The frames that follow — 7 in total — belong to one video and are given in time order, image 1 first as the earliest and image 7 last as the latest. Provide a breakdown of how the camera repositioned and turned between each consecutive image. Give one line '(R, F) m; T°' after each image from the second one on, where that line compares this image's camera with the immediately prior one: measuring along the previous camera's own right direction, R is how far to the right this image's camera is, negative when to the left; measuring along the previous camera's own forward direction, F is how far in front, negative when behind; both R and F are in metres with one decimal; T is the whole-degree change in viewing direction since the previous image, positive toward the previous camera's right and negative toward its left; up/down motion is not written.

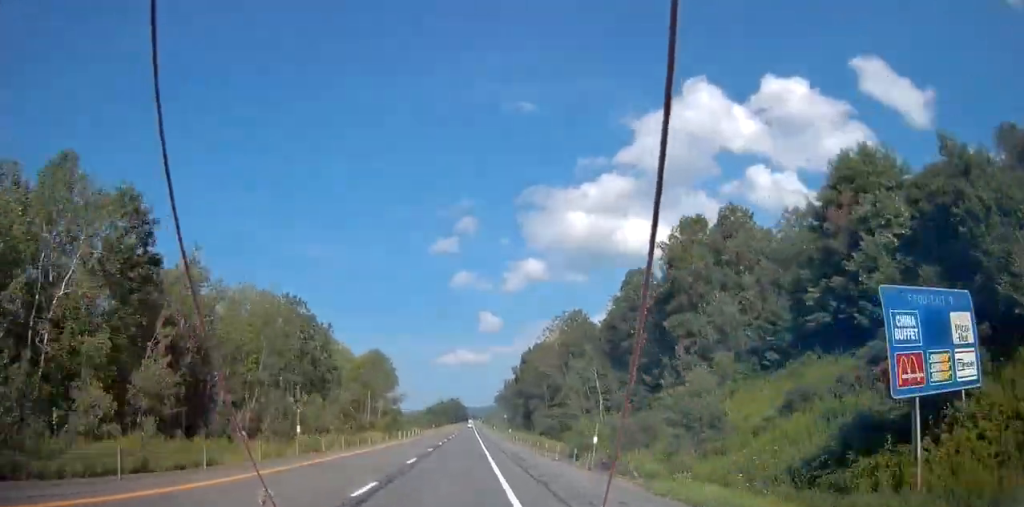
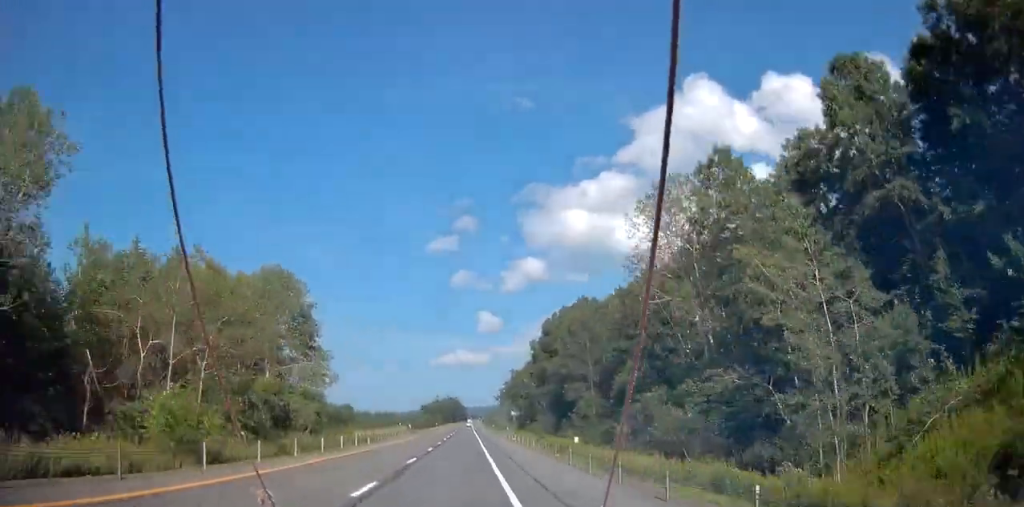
(0.0, +48.8) m; 0°
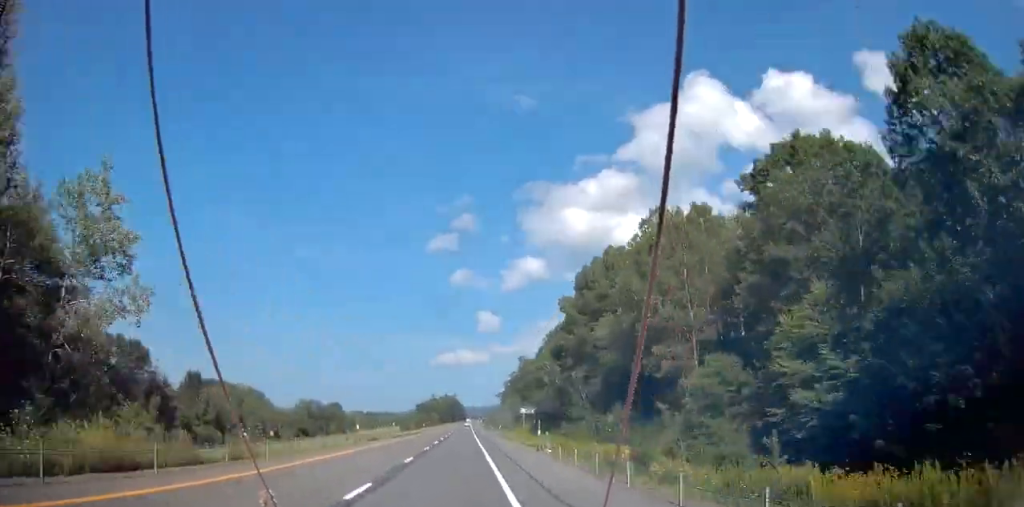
(0.0, +36.2) m; 0°
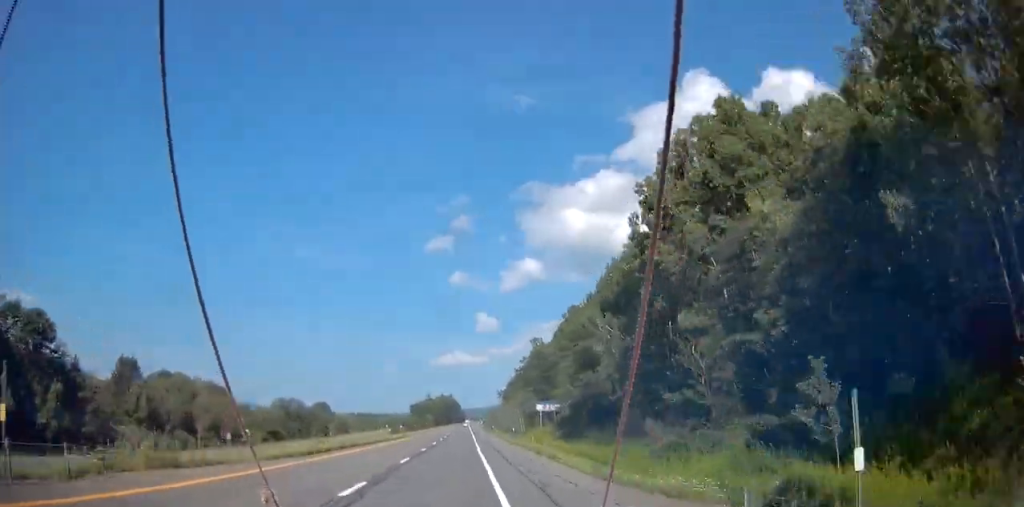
(0.0, +36.2) m; 0°
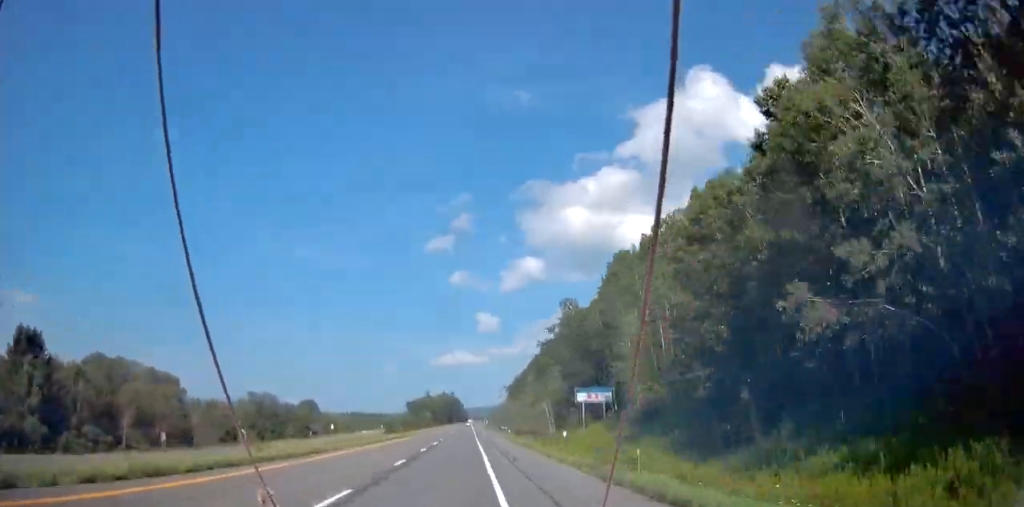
(0.0, +39.1) m; 0°
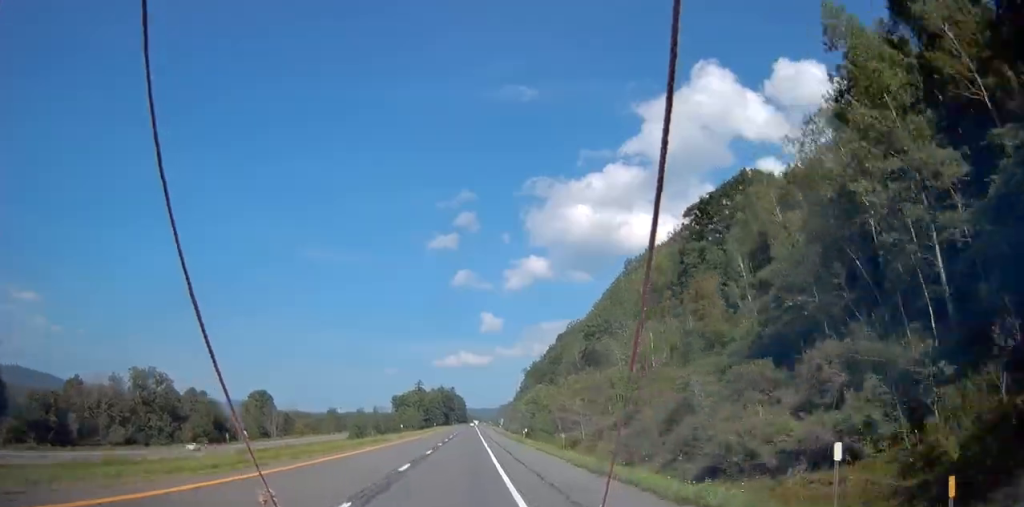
(0.0, +87.0) m; 0°
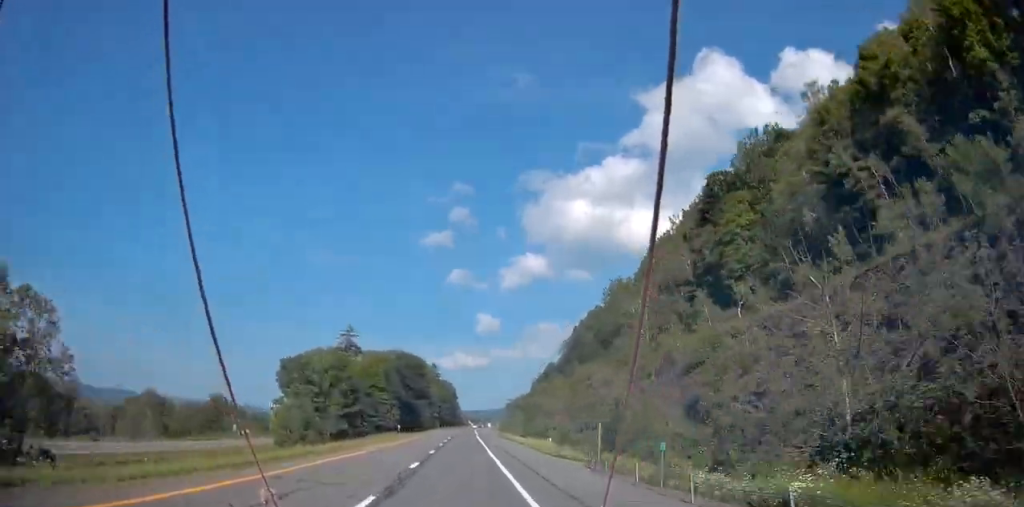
(-0.2, +180.8) m; 0°
